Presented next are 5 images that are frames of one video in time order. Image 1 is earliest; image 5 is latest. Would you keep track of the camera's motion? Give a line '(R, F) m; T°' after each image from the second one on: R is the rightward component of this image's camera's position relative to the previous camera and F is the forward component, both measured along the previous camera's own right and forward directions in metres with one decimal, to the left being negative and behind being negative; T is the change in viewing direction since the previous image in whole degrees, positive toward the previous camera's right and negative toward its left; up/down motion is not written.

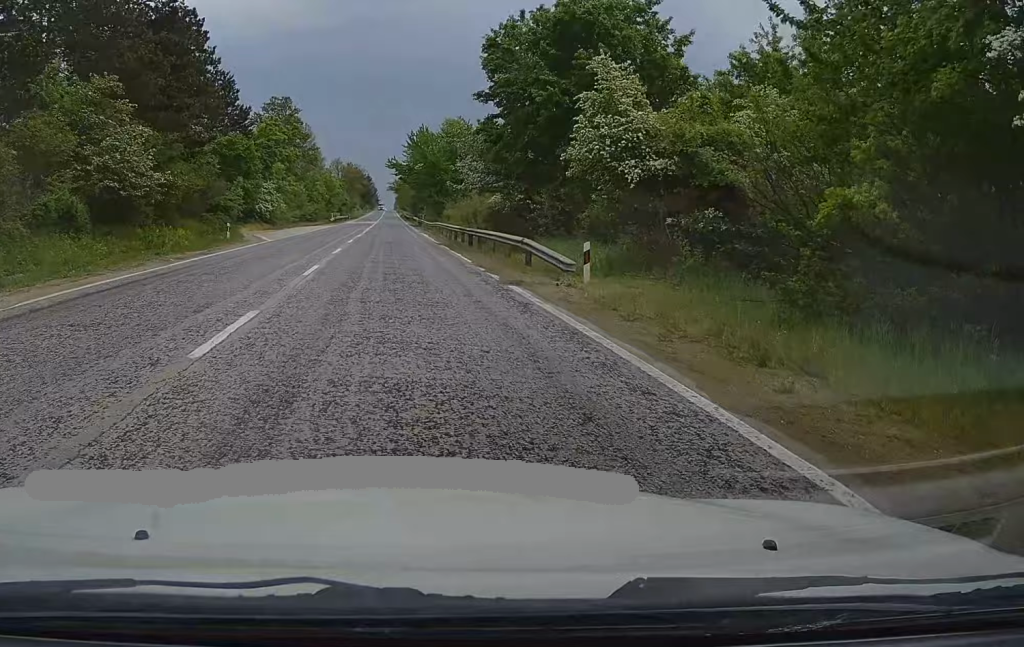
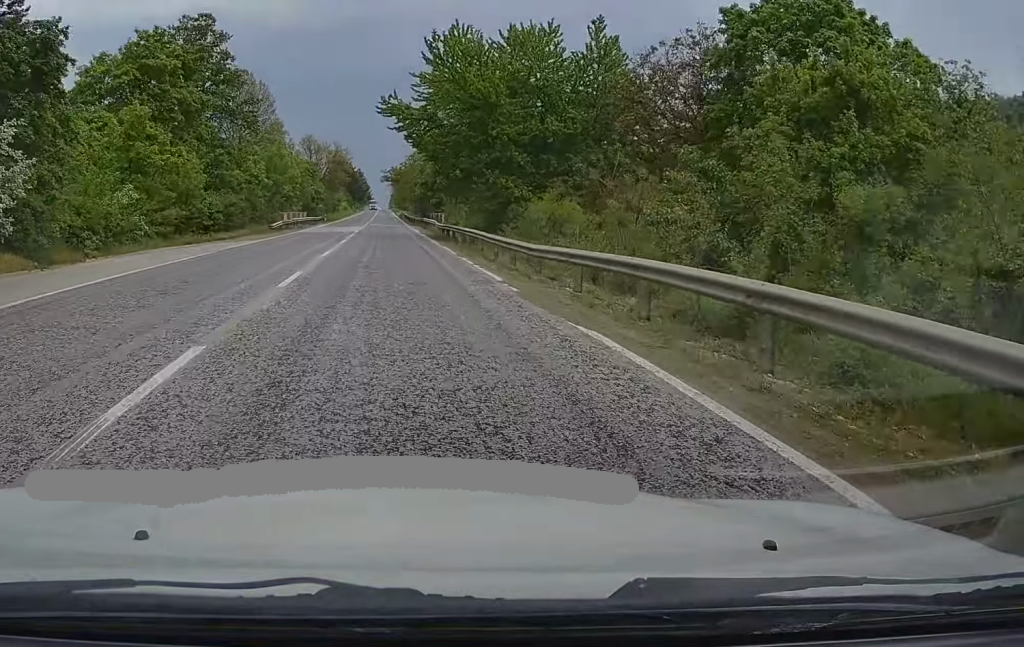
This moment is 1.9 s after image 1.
(+0.7, +47.8) m; +1°
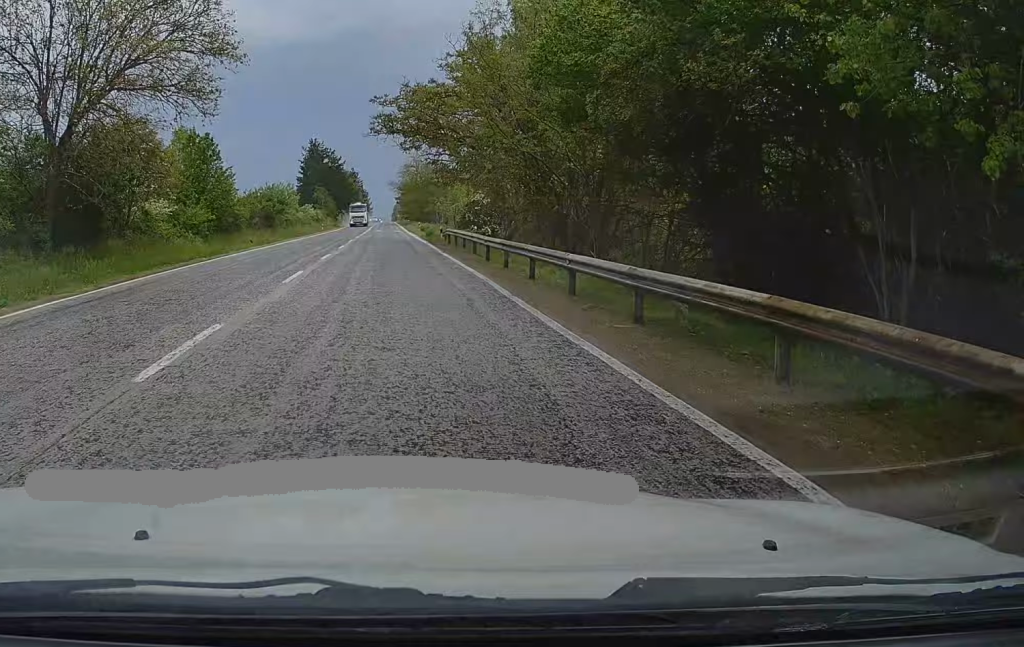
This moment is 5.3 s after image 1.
(-0.8, +87.8) m; 0°
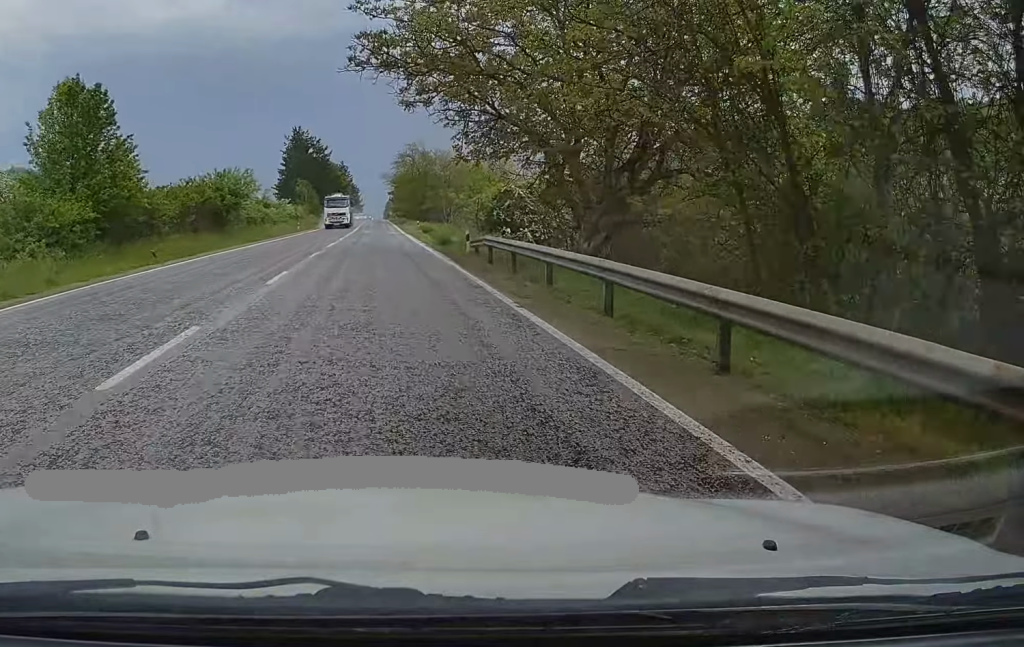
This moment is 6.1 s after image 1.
(+0.1, +18.5) m; -1°
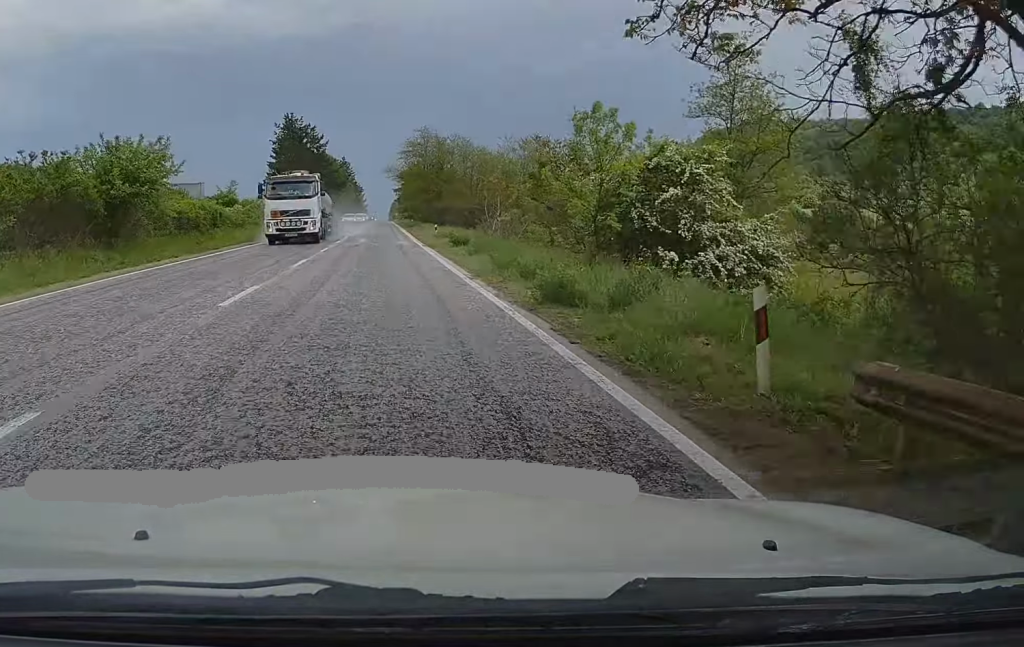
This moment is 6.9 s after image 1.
(-0.4, +21.9) m; 0°
